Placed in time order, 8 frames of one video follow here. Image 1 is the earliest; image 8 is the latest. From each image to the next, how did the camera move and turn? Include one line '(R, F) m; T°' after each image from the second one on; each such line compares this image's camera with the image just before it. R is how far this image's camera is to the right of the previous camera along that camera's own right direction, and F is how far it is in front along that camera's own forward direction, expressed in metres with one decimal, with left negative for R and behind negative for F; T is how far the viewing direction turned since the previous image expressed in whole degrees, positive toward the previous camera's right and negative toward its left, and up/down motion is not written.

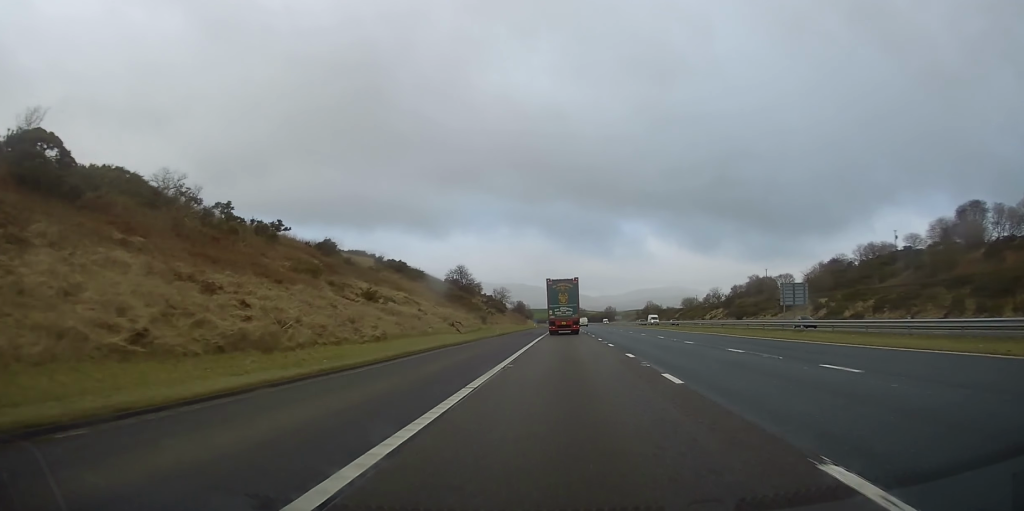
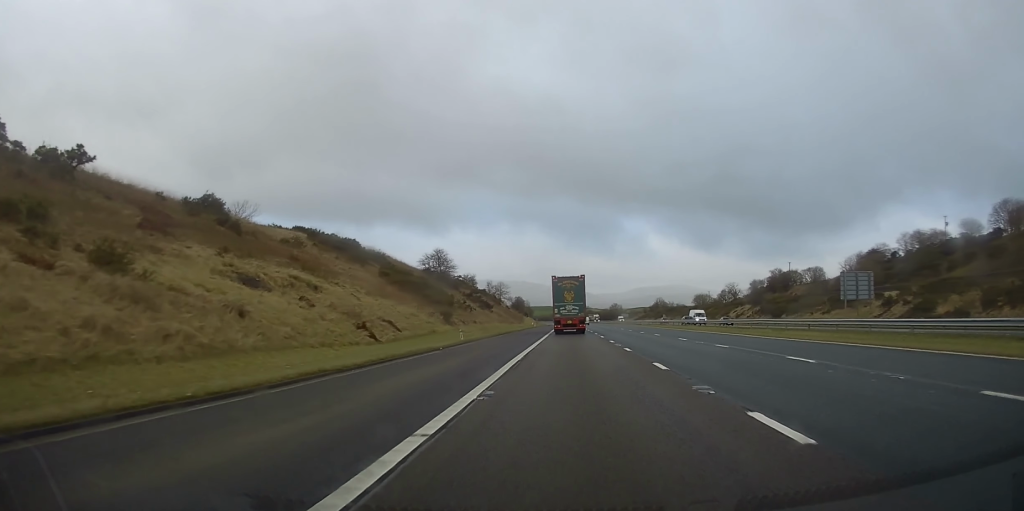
(-0.1, +23.7) m; 0°
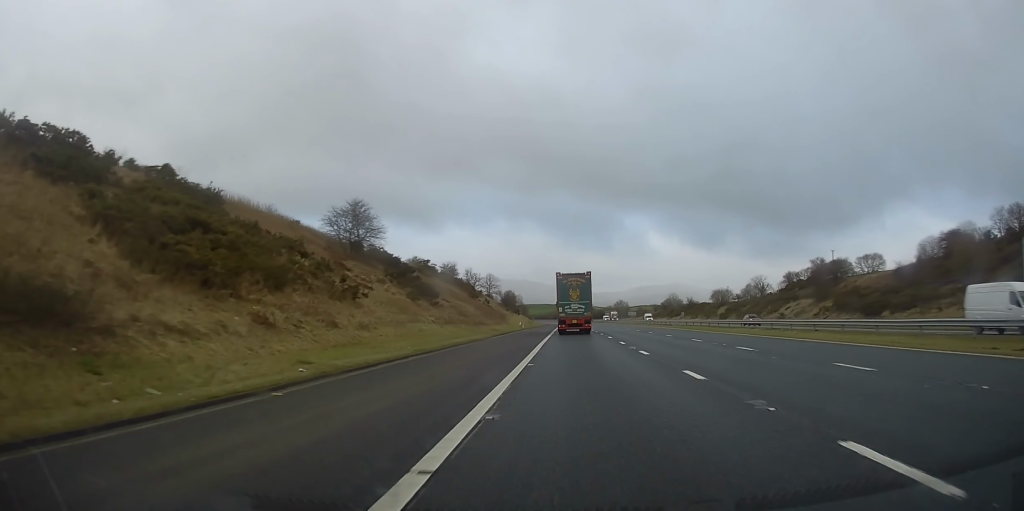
(+0.1, +38.9) m; 0°
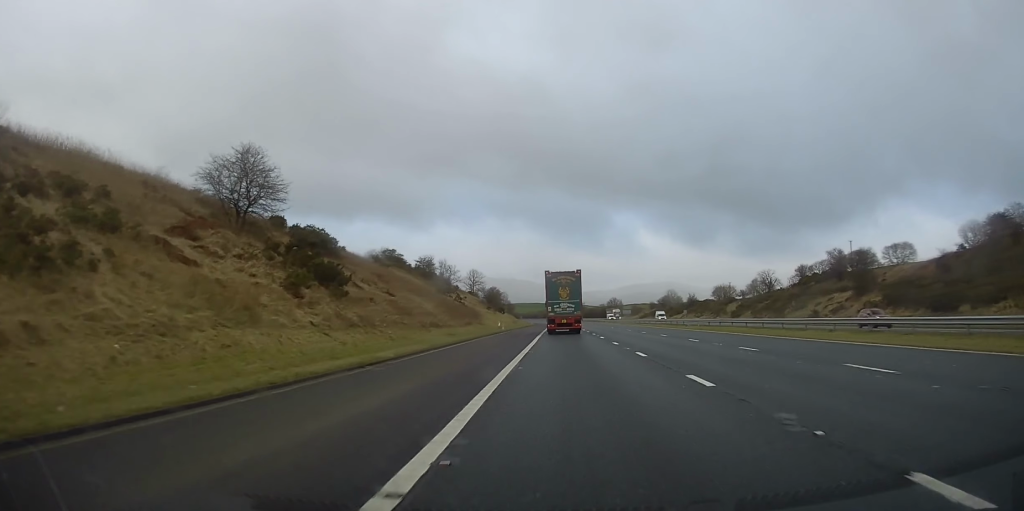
(0.0, +19.3) m; 0°
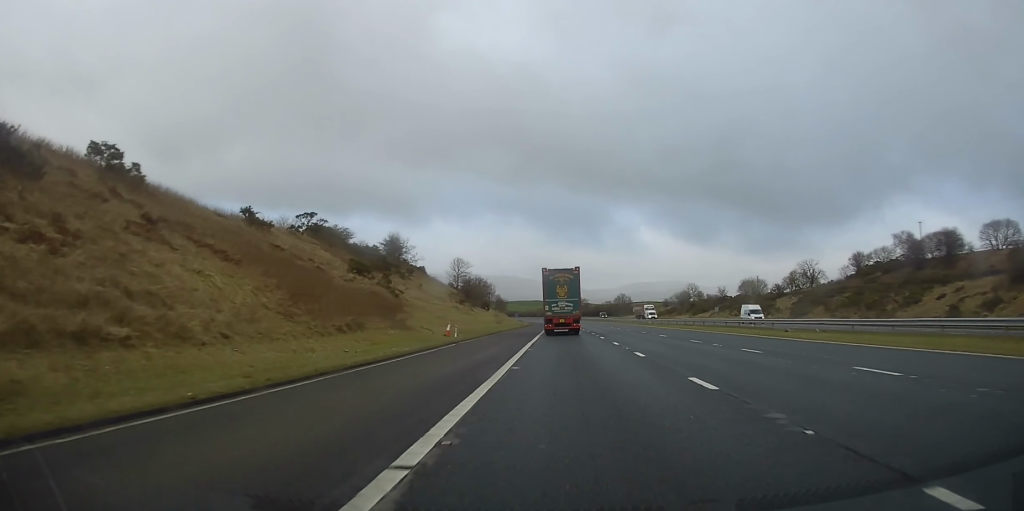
(+0.2, +36.3) m; 0°
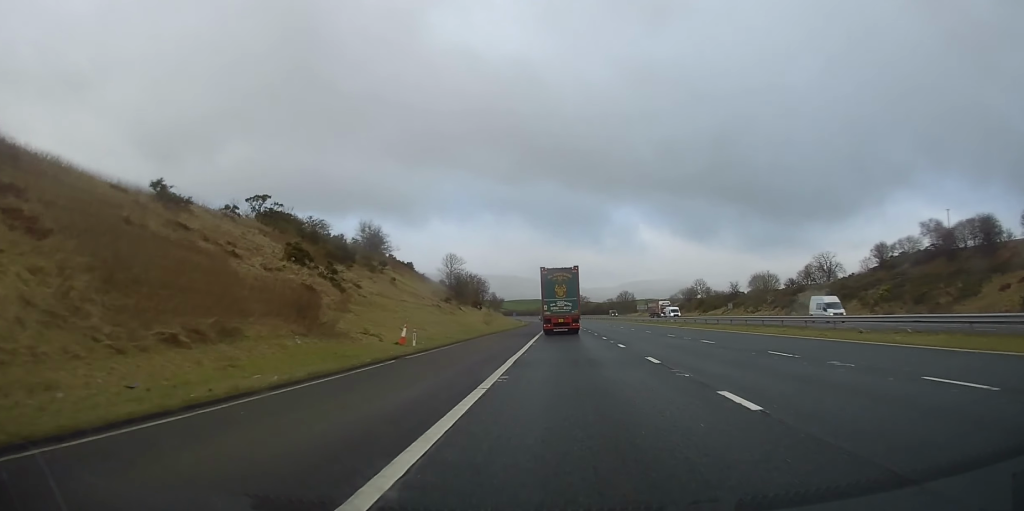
(0.0, +12.4) m; 0°
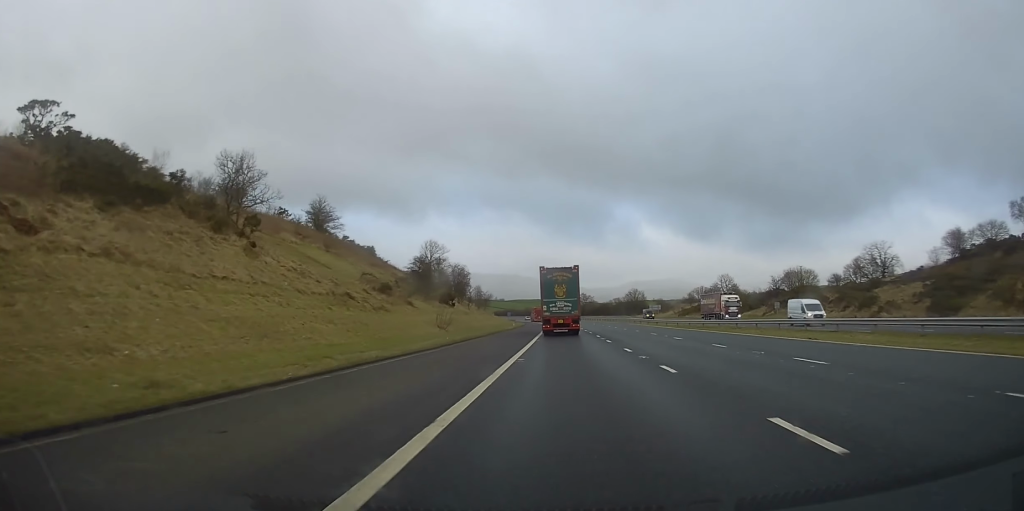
(-0.1, +30.2) m; 0°
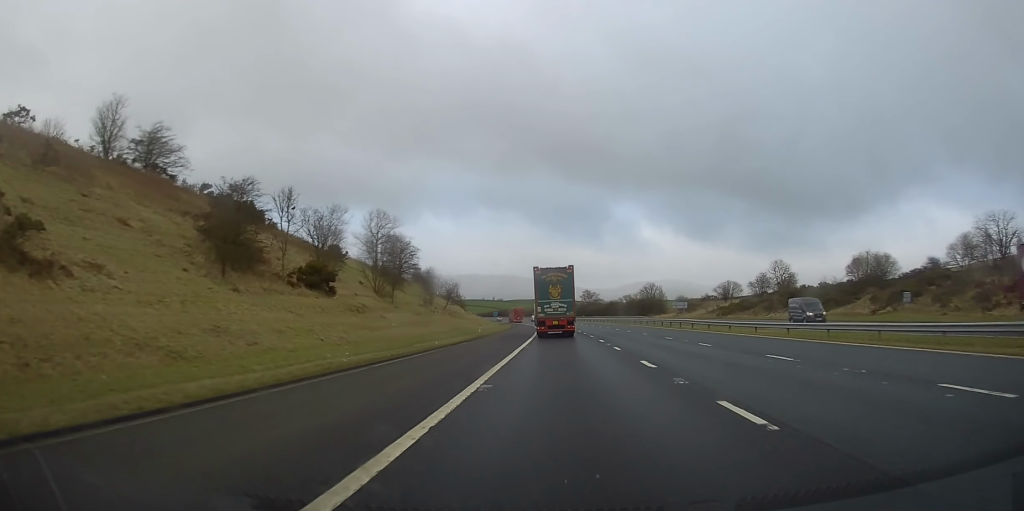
(+0.1, +43.5) m; 0°
